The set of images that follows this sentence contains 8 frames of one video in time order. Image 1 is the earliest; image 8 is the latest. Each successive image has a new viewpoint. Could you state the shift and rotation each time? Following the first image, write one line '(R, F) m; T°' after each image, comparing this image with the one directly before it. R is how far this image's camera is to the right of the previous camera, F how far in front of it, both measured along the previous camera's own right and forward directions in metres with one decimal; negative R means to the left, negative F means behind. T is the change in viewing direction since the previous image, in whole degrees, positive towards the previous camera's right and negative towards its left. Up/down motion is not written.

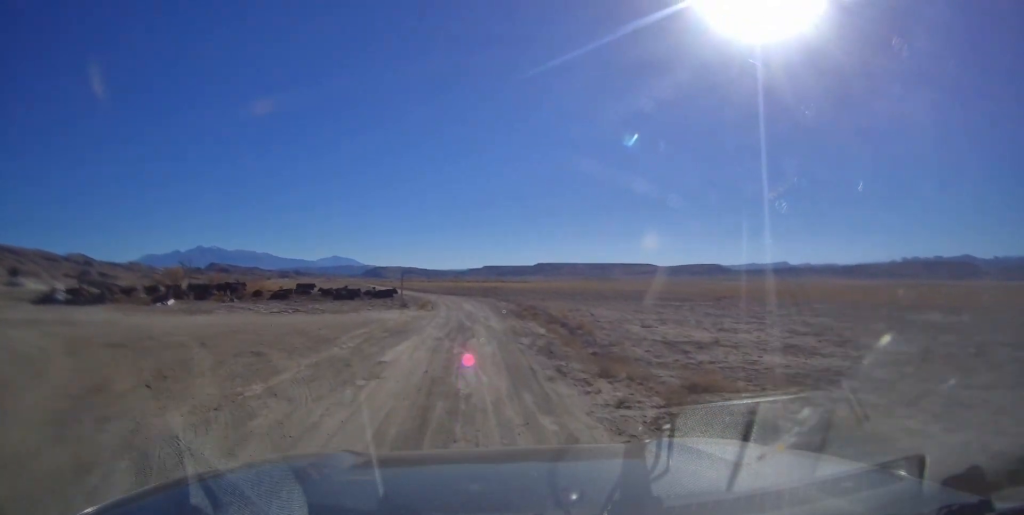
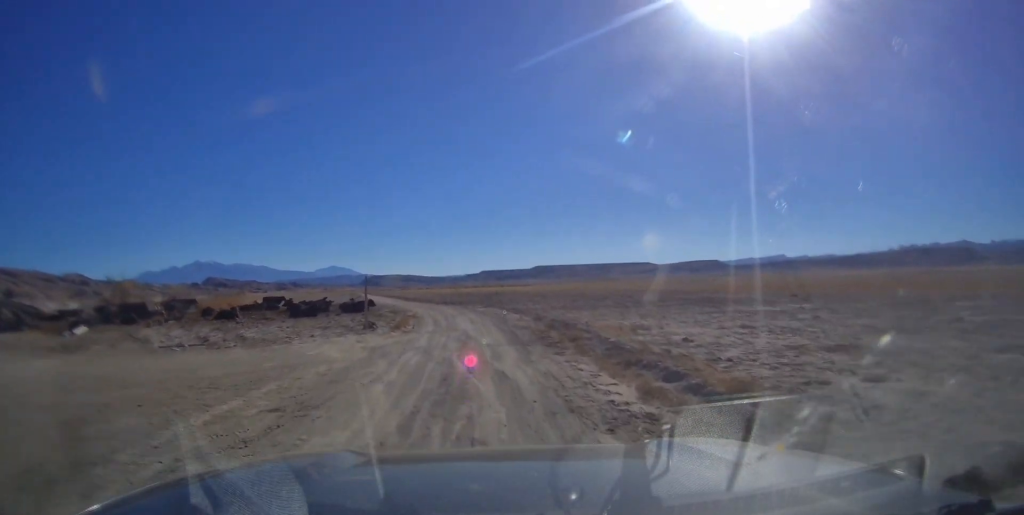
(+0.4, +11.0) m; +2°
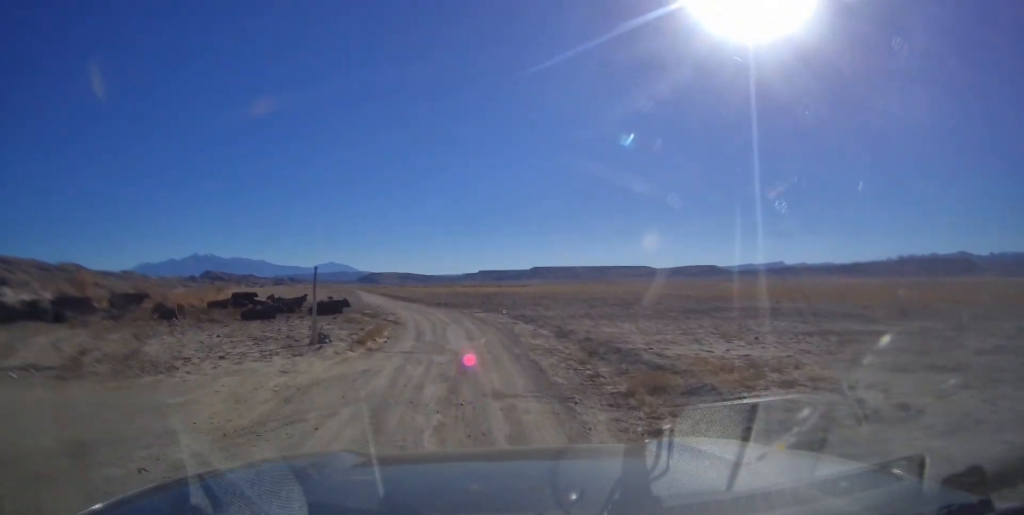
(+0.2, +7.2) m; -2°
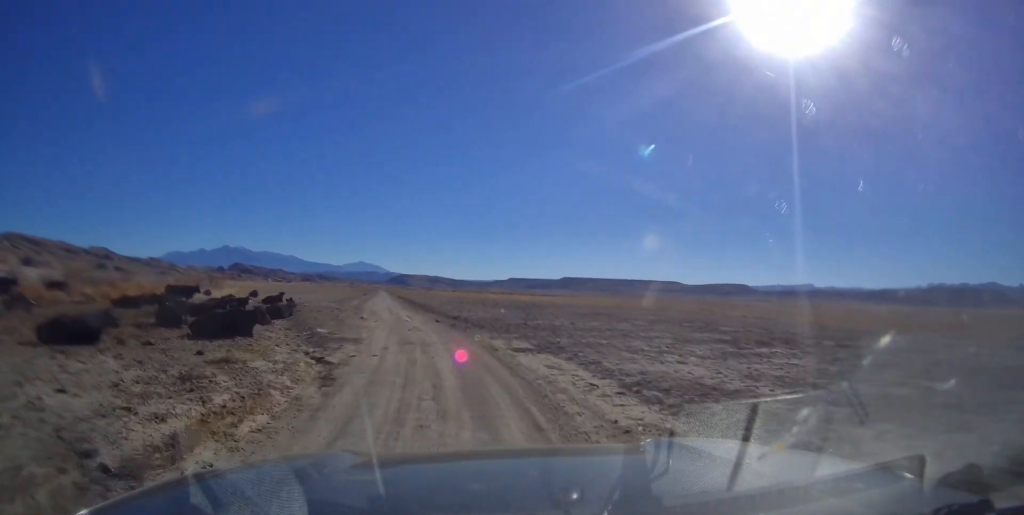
(-0.9, +16.0) m; -4°
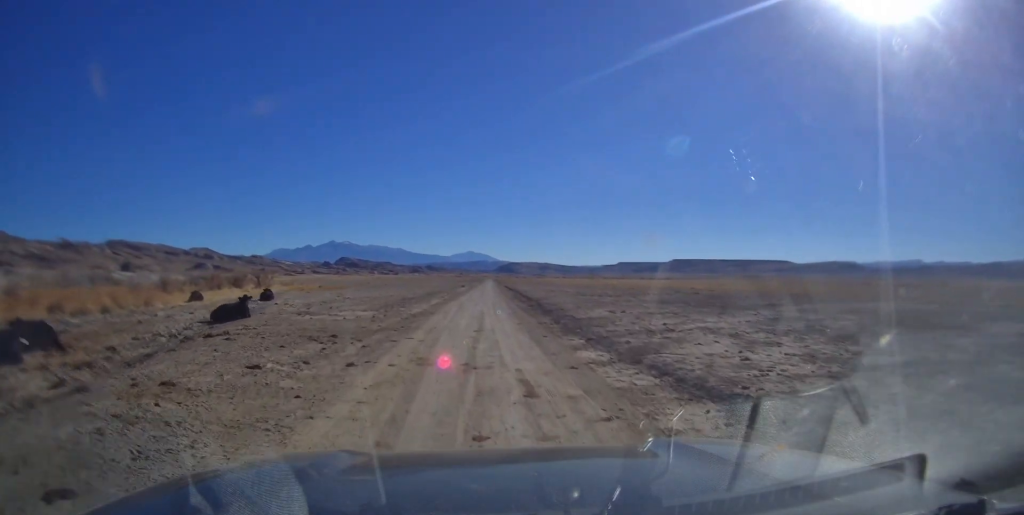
(-1.4, +25.1) m; -10°
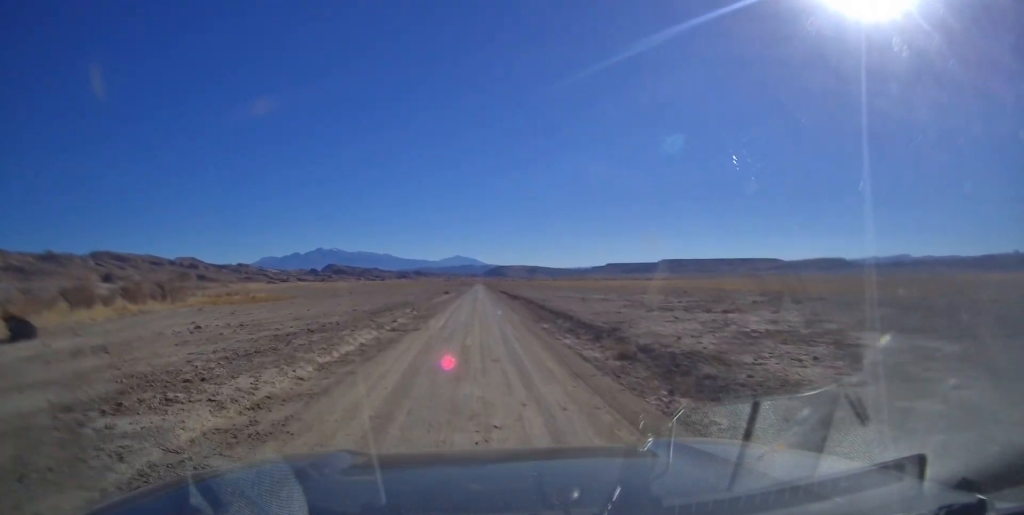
(-1.8, +22.4) m; -3°
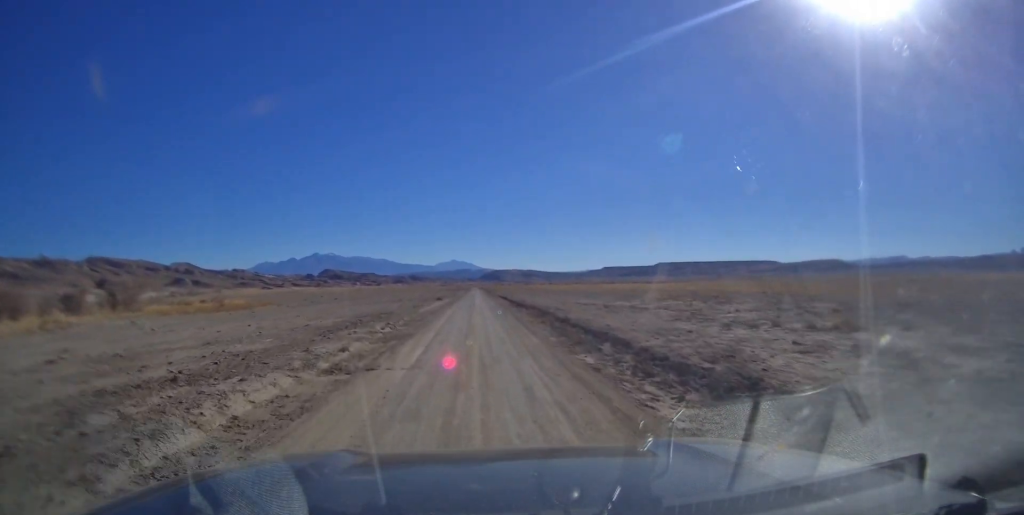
(+0.3, +8.0) m; +2°
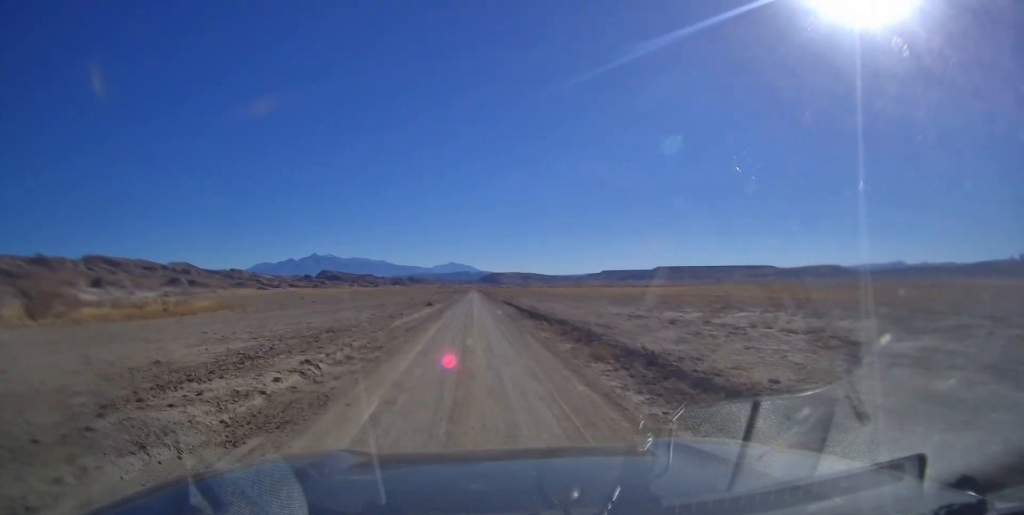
(+0.1, +10.3) m; 0°
